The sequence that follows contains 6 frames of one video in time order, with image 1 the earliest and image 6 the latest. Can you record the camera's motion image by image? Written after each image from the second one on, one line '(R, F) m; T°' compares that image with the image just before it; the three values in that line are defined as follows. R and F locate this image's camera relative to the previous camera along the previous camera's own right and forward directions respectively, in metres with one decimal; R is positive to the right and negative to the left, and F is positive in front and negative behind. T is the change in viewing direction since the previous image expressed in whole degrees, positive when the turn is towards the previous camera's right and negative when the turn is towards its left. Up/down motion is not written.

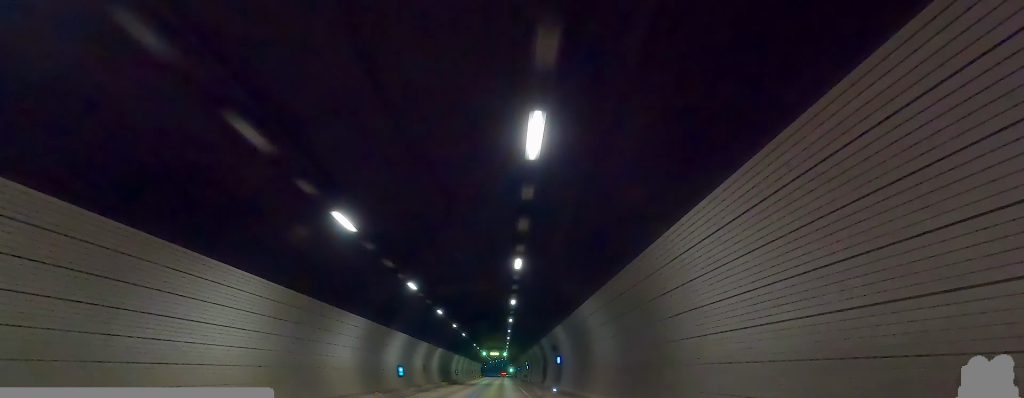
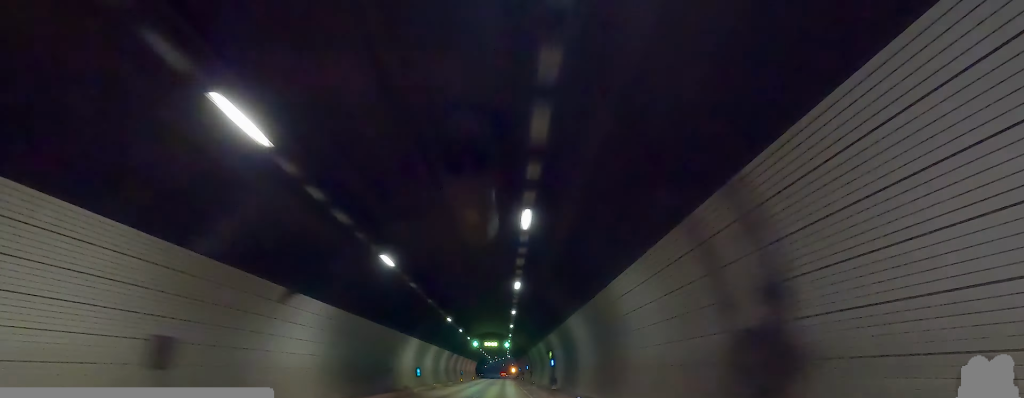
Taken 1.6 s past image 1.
(+0.2, +40.3) m; 0°
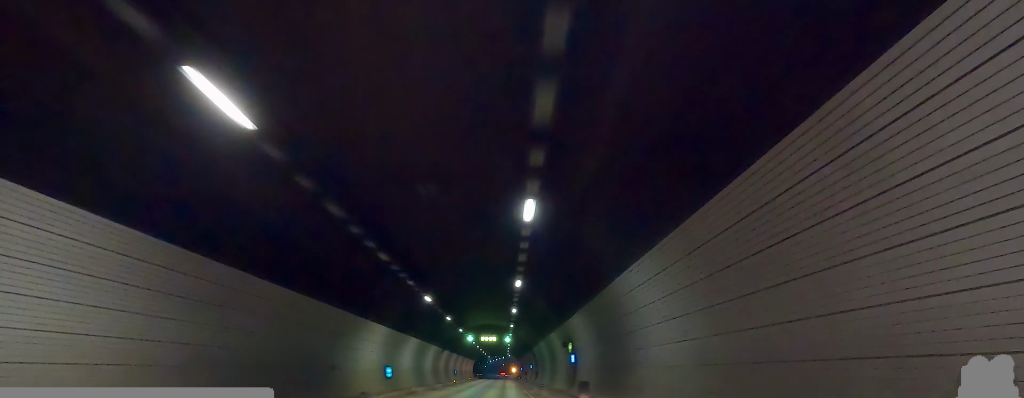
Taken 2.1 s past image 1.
(0.0, +12.5) m; 0°
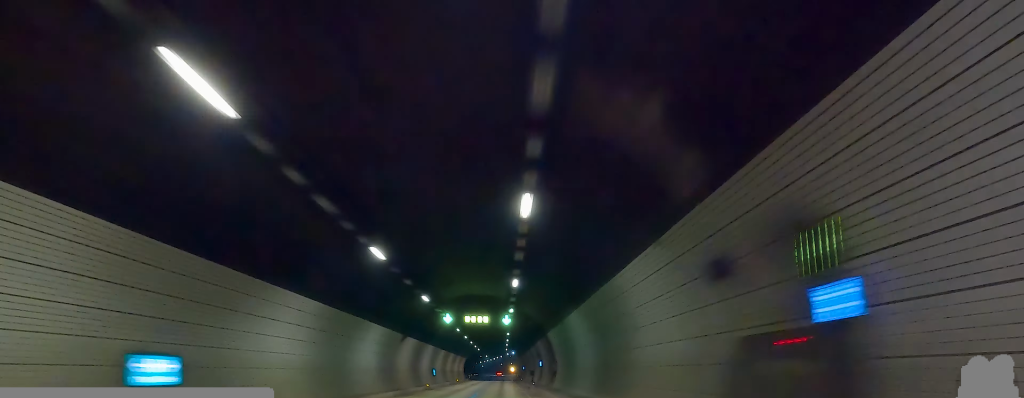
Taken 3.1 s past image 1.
(0.0, +23.8) m; -2°
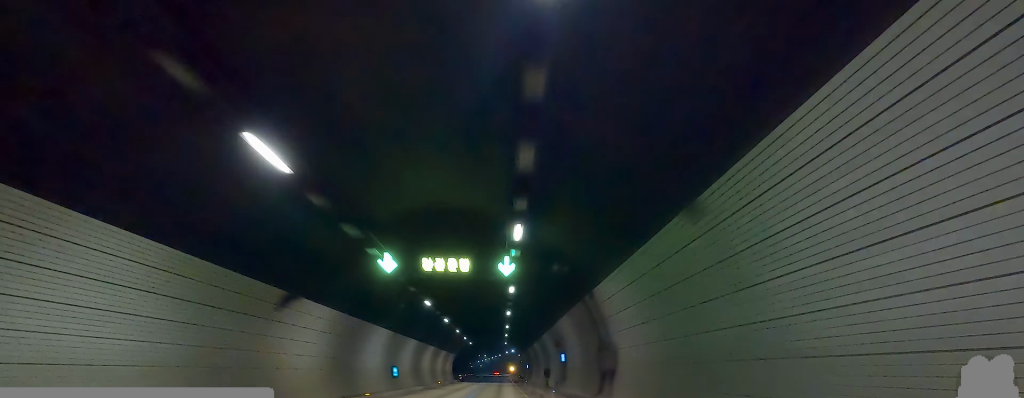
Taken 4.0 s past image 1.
(-0.8, +21.3) m; 0°
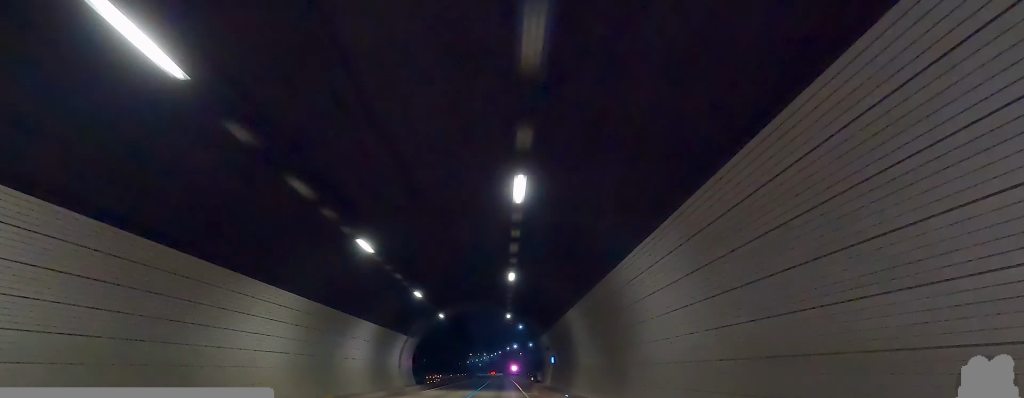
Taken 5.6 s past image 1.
(+1.2, +38.9) m; +1°
